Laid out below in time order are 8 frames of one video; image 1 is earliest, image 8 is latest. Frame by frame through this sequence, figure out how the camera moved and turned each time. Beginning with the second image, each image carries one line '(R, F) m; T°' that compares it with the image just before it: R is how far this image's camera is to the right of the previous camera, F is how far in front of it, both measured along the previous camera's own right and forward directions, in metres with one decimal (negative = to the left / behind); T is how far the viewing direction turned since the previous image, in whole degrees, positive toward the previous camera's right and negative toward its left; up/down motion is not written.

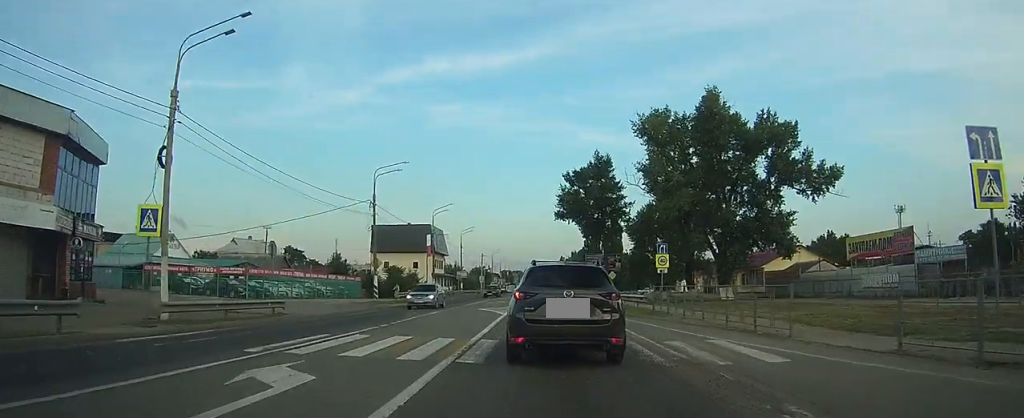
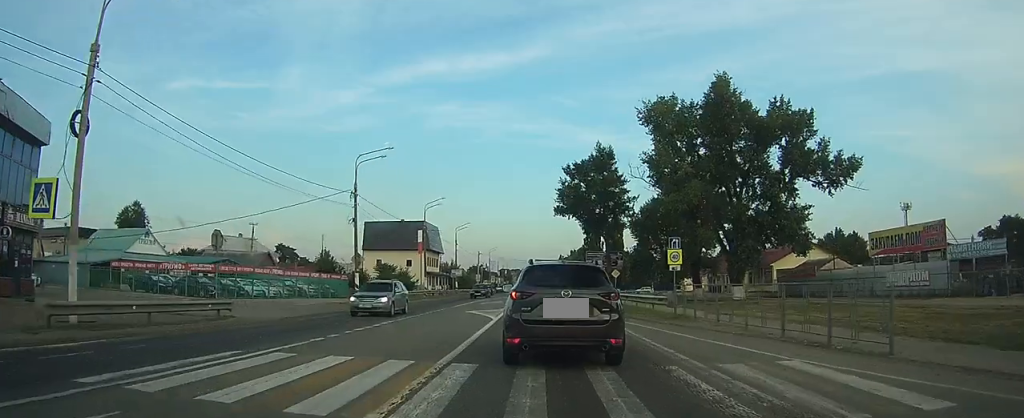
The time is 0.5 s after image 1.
(0.0, +4.3) m; 0°
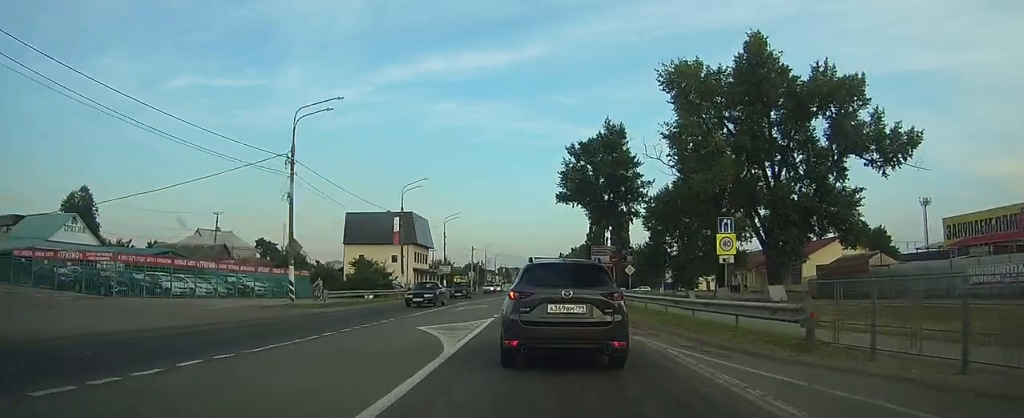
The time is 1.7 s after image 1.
(+0.1, +10.7) m; +1°
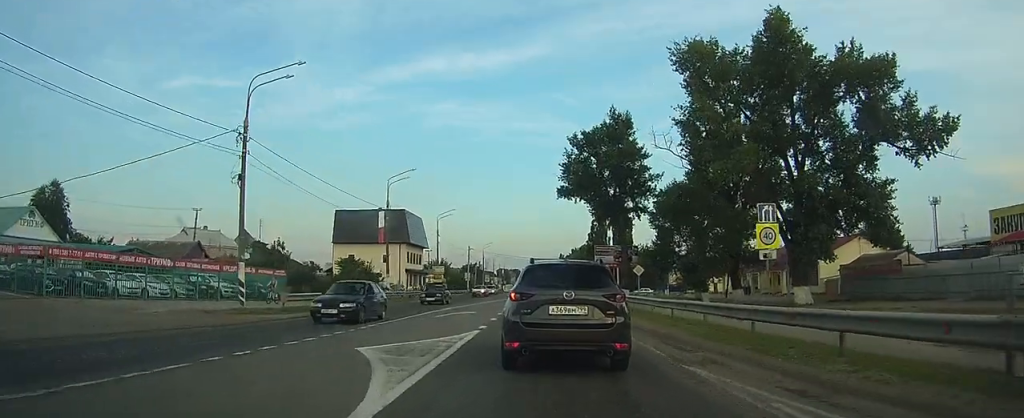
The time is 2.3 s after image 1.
(0.0, +5.3) m; 0°
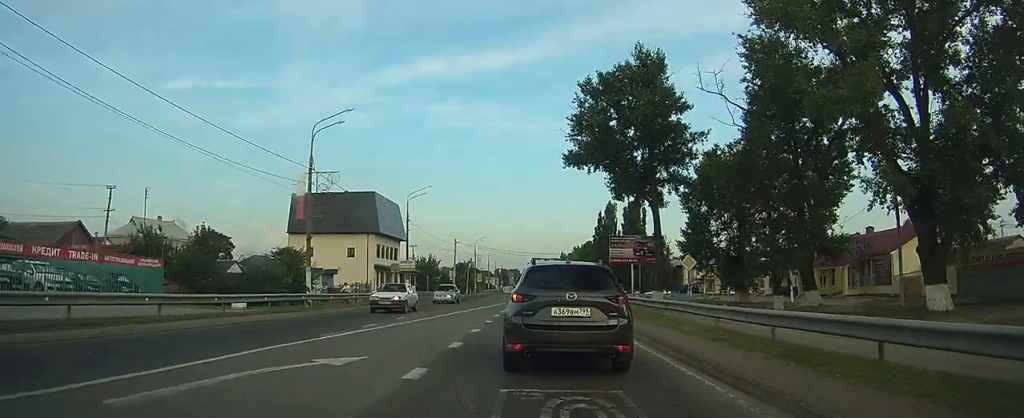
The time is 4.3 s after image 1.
(+0.1, +17.6) m; +1°
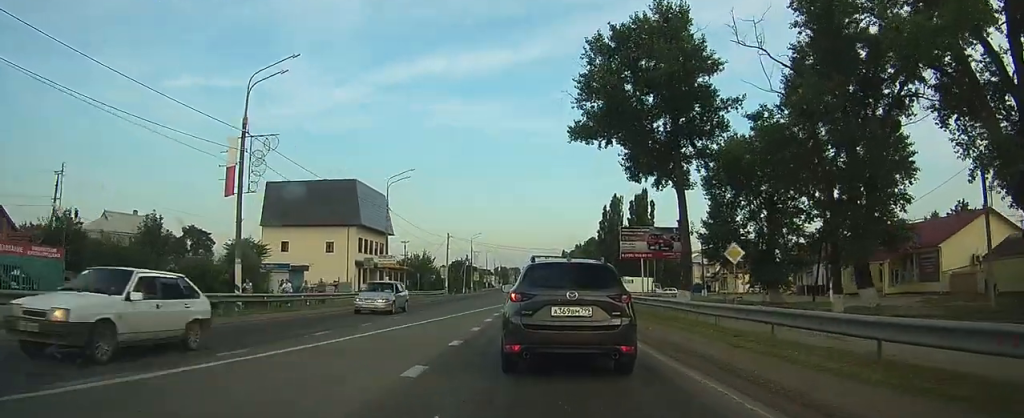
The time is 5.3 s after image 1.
(0.0, +7.8) m; -1°
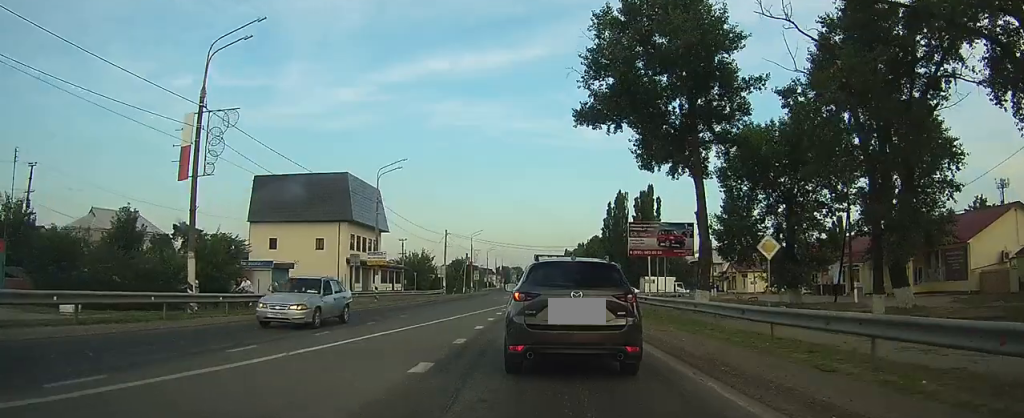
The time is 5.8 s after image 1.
(0.0, +3.7) m; 0°
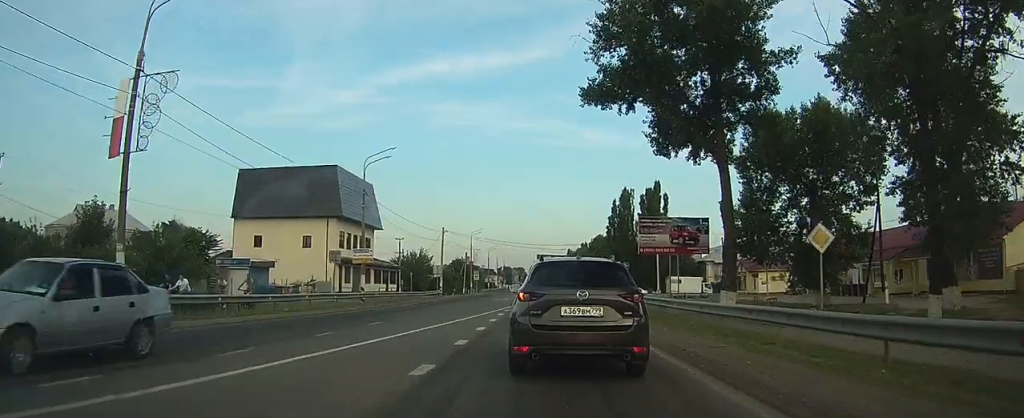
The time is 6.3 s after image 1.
(0.0, +4.1) m; 0°
